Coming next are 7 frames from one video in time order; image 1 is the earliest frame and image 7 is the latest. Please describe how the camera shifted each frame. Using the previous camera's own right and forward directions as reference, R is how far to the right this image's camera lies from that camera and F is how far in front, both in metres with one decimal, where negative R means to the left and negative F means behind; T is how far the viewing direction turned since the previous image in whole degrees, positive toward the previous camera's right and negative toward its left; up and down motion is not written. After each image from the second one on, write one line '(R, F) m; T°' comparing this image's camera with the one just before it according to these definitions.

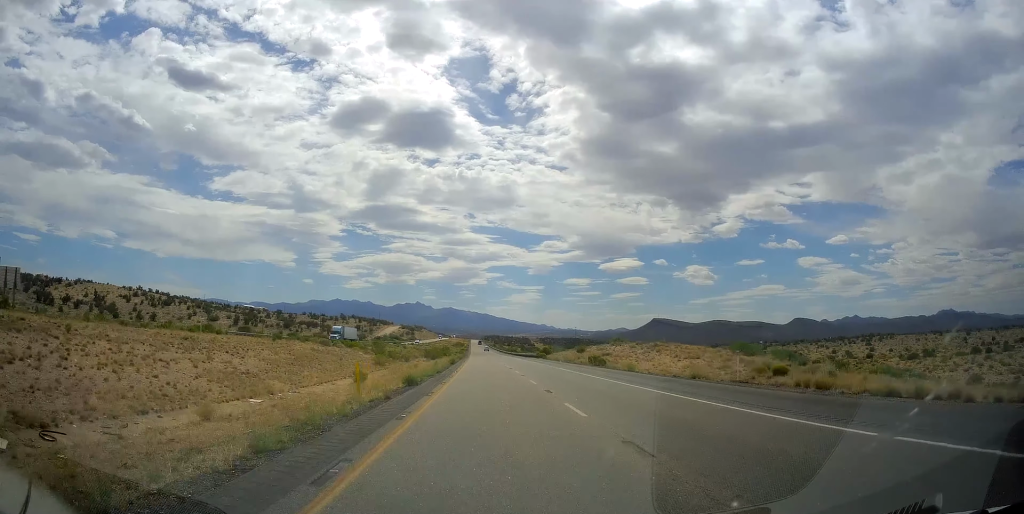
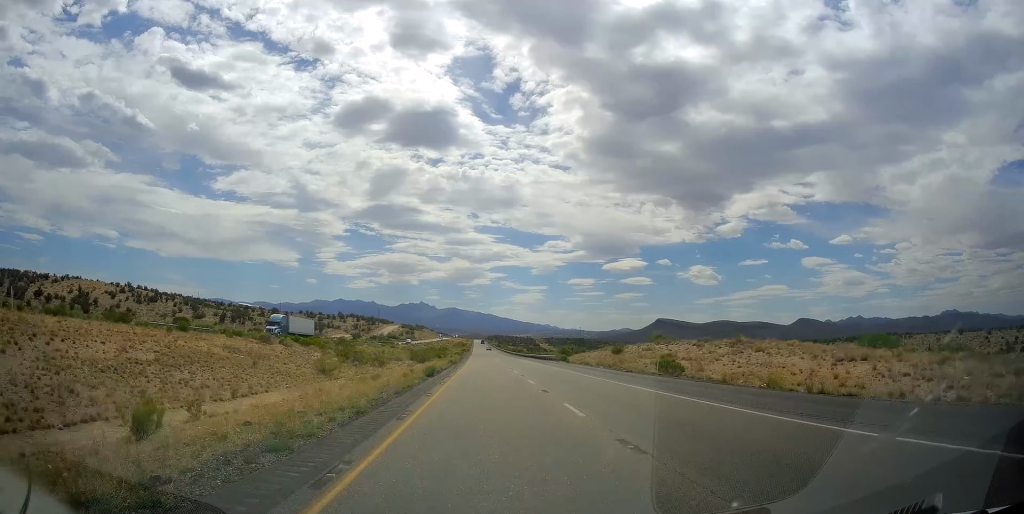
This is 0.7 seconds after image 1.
(+0.1, +24.6) m; -1°
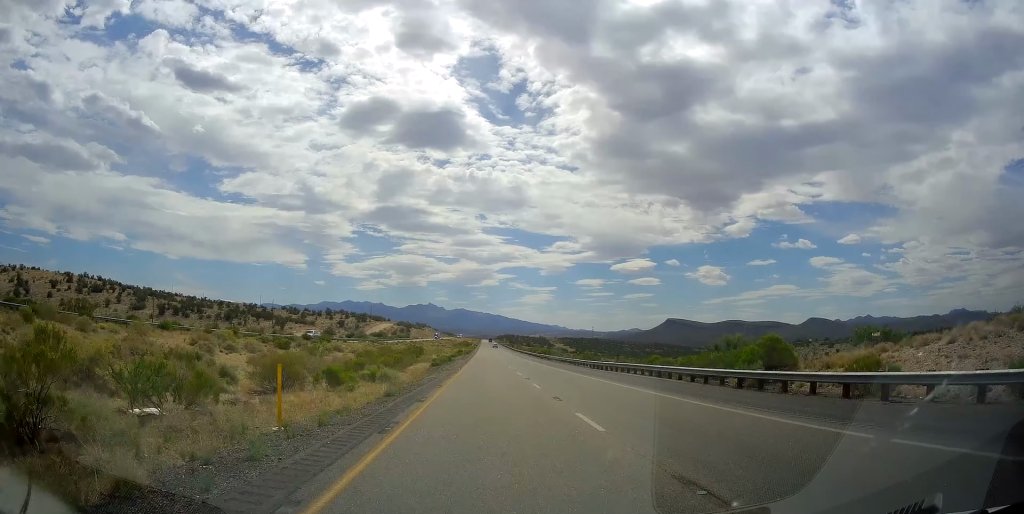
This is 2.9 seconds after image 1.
(-1.3, +76.0) m; -1°
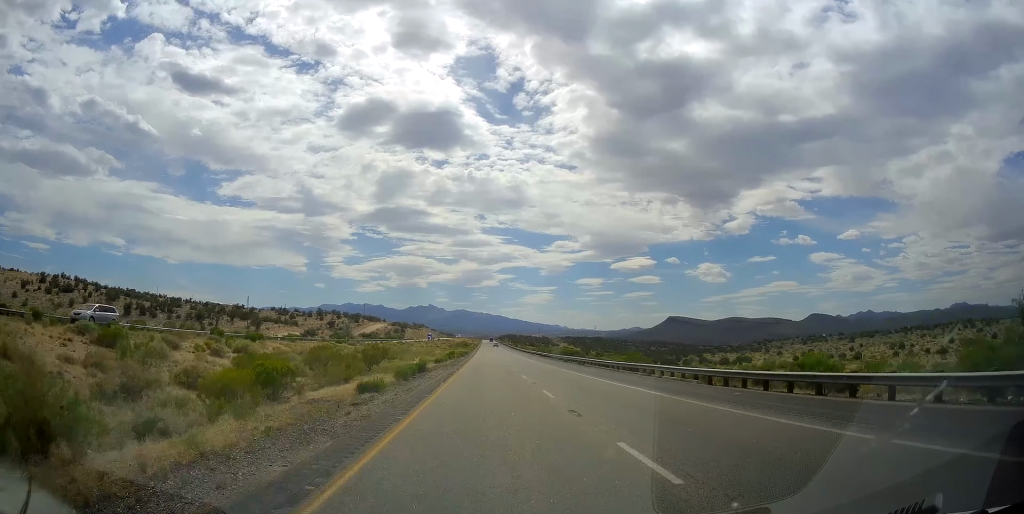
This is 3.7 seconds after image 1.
(0.0, +29.1) m; 0°
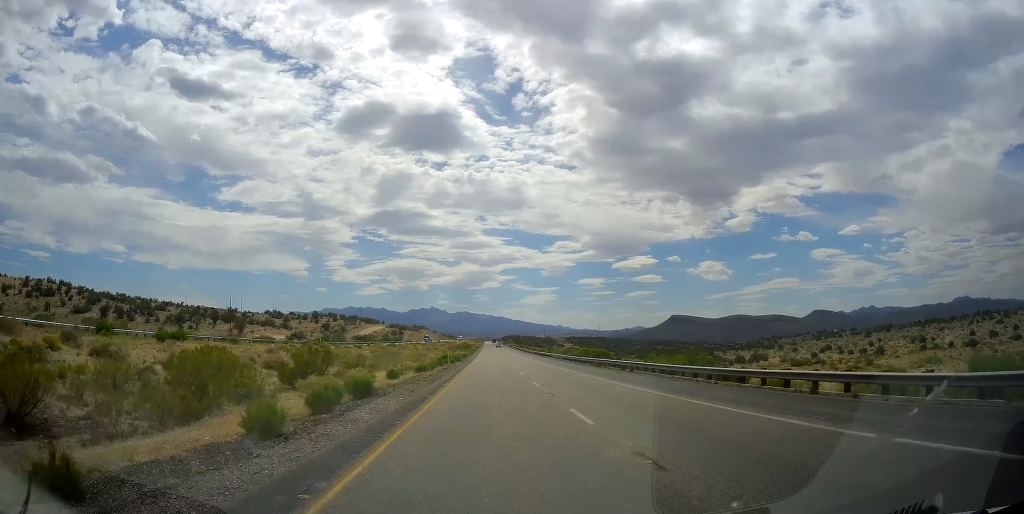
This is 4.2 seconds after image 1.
(0.0, +18.5) m; 0°
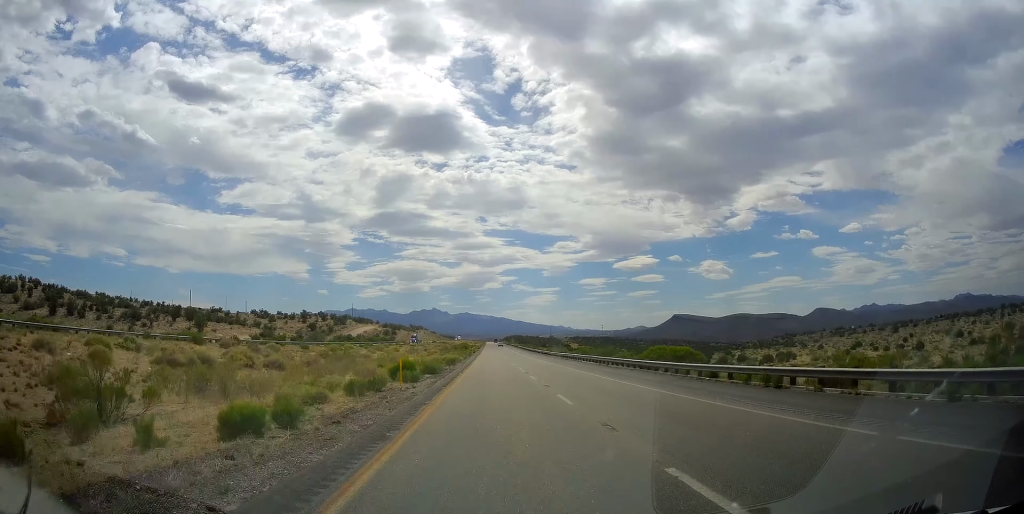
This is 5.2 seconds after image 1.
(-0.2, +32.4) m; 0°
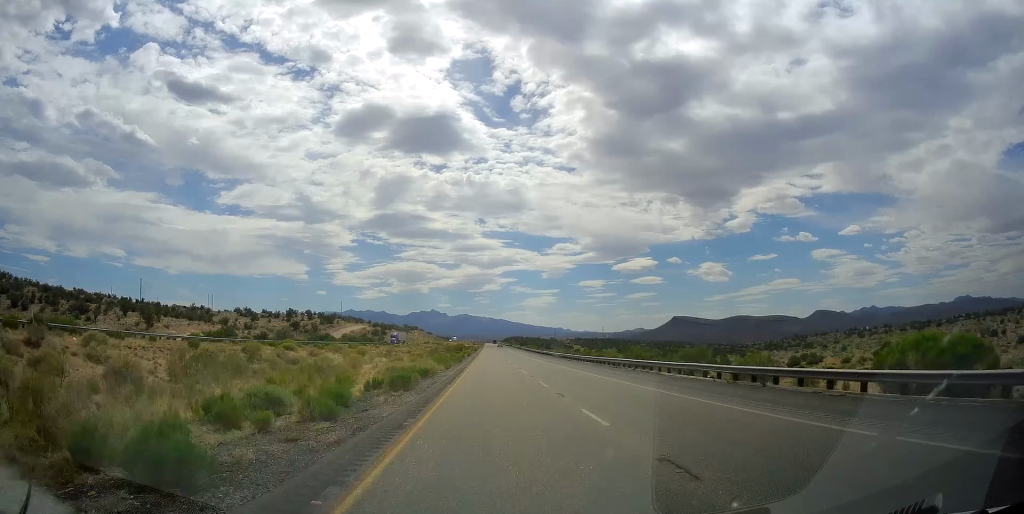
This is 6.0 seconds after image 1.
(-0.2, +29.0) m; 0°
